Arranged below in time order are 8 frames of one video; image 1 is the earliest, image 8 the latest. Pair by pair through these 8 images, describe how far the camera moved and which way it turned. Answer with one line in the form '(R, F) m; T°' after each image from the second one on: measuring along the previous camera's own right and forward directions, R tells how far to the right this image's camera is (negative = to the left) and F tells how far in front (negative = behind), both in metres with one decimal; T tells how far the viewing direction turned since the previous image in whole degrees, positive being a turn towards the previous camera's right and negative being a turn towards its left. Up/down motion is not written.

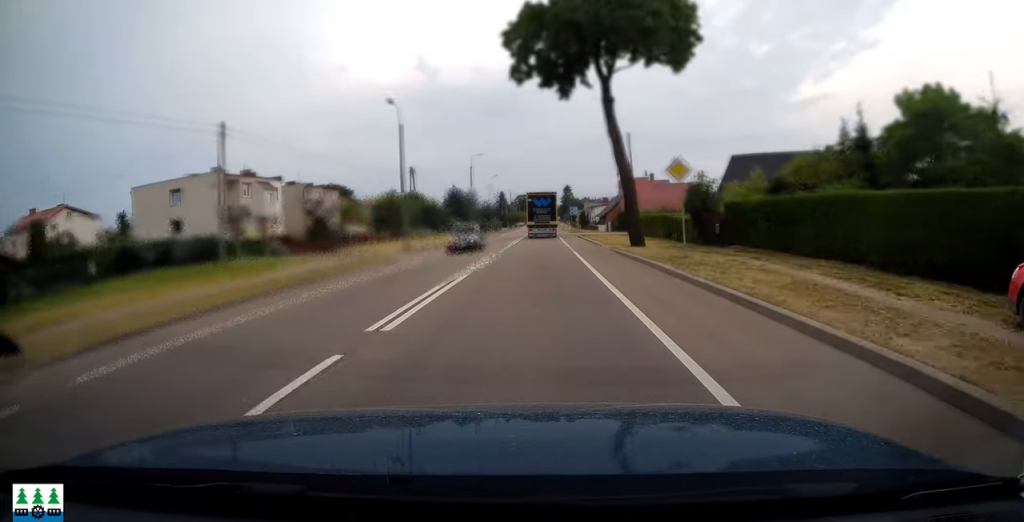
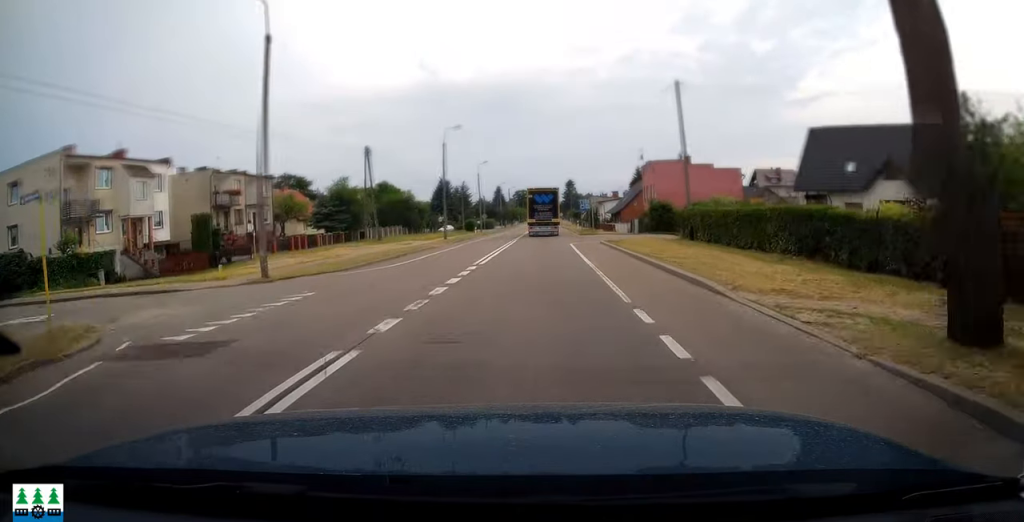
(-0.3, +21.3) m; 0°
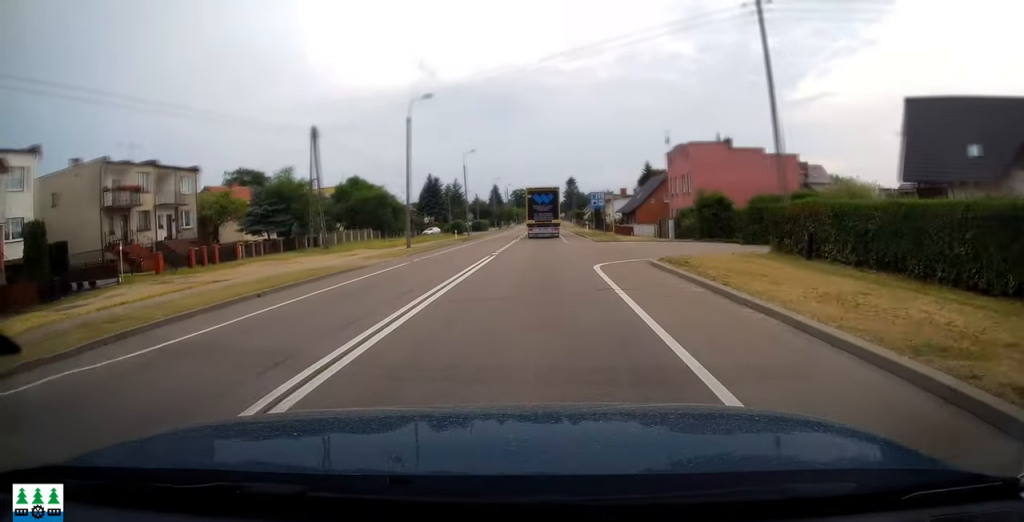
(0.0, +14.7) m; 0°
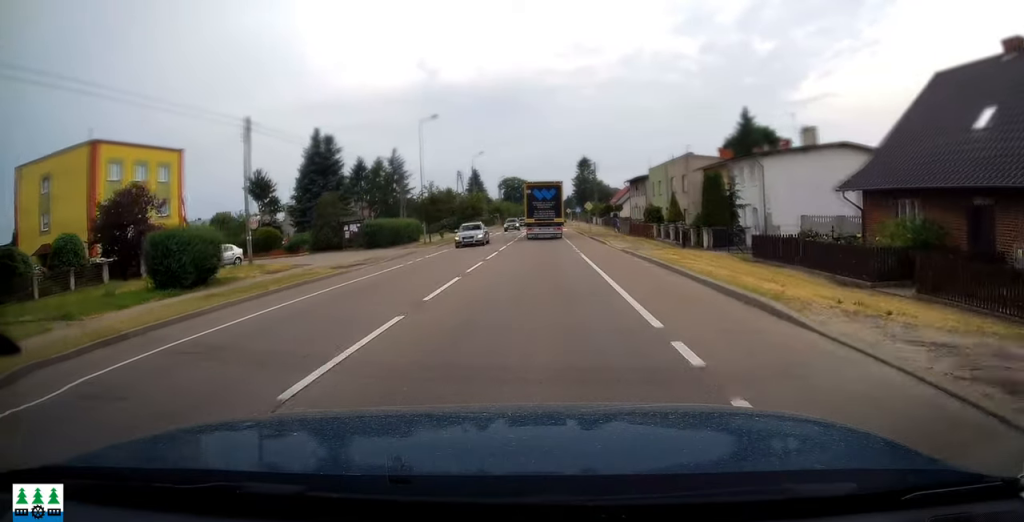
(+0.4, +66.5) m; -1°
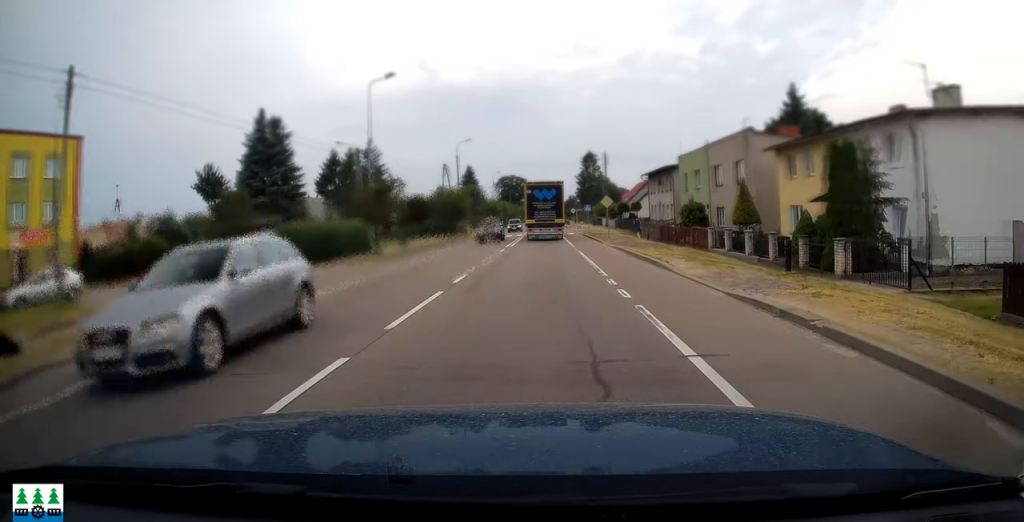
(-0.1, +13.5) m; 0°
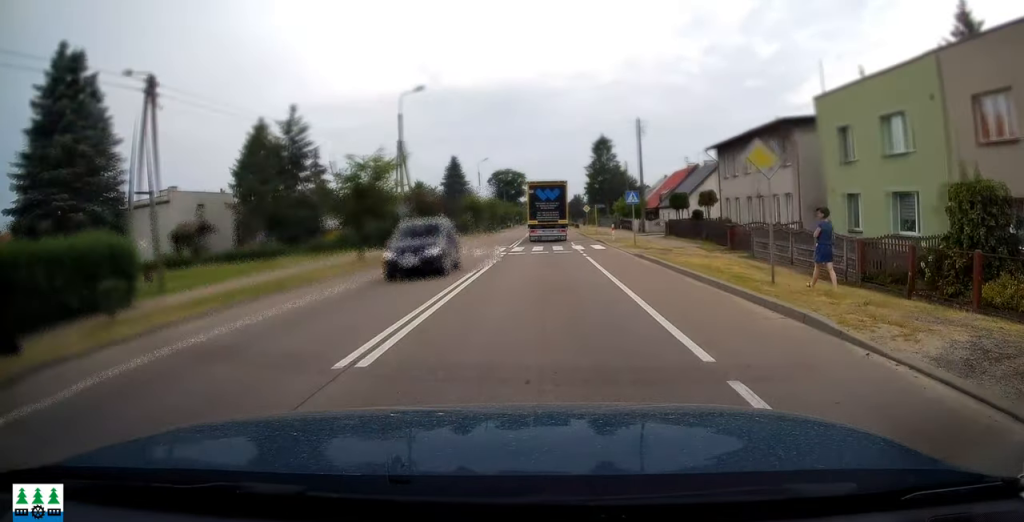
(+0.1, +24.0) m; +1°
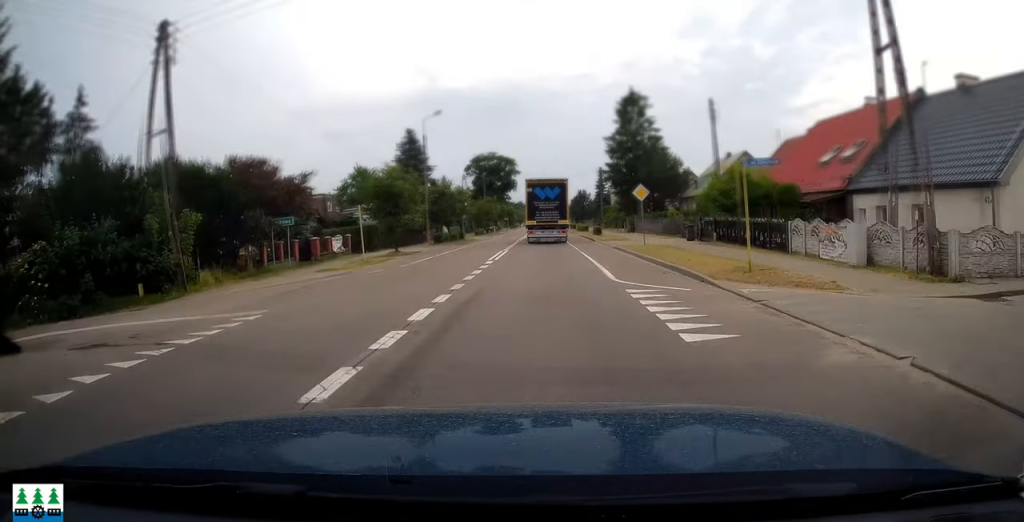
(+0.3, +36.1) m; +1°
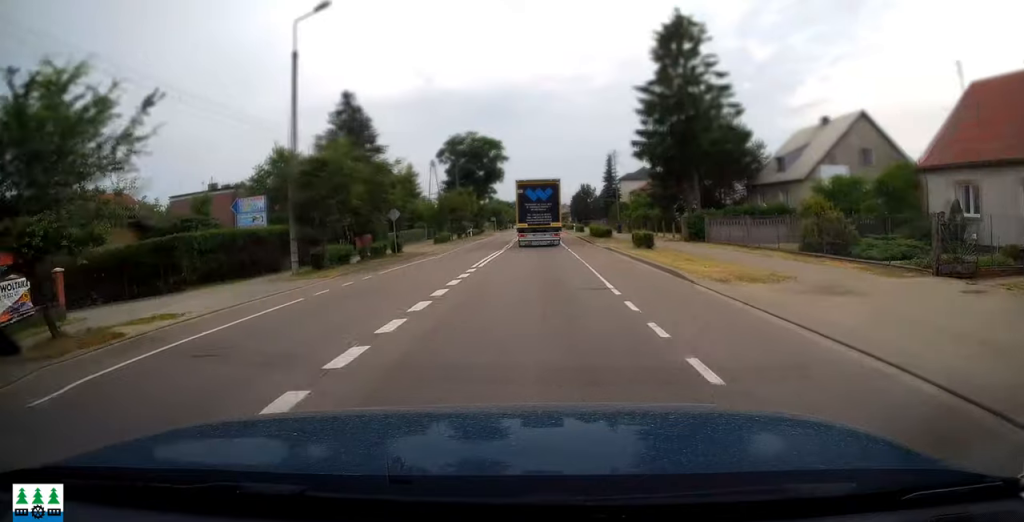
(+0.2, +30.5) m; 0°
